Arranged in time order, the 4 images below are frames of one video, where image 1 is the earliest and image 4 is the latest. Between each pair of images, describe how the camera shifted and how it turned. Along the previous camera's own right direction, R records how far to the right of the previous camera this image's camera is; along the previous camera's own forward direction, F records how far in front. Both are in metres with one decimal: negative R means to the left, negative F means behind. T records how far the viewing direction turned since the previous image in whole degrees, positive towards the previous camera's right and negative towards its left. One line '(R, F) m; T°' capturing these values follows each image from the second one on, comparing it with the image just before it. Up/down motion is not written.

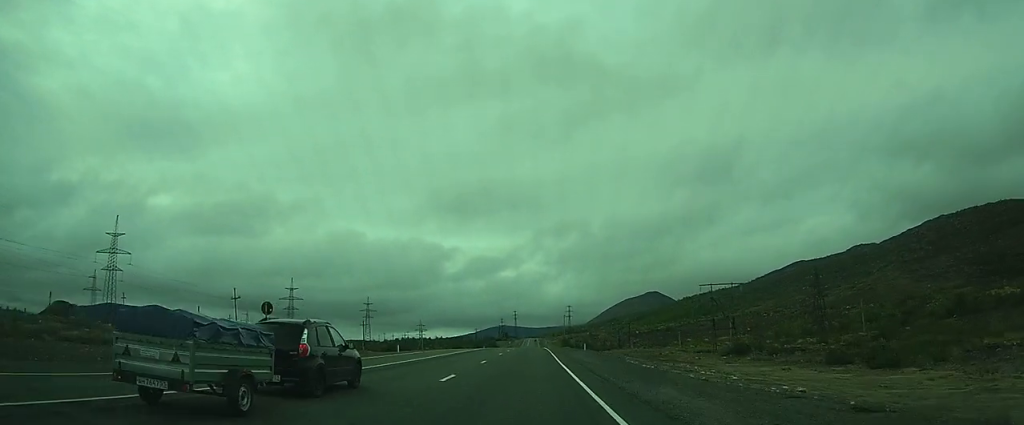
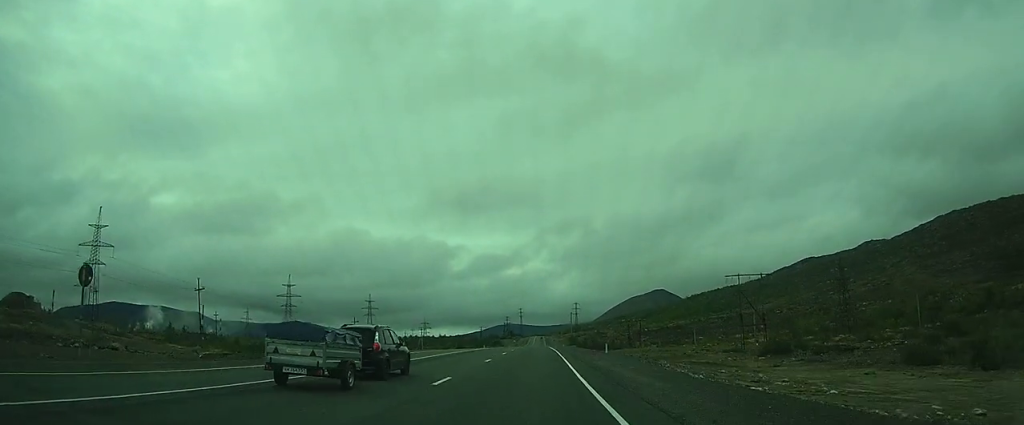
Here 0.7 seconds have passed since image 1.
(0.0, +14.4) m; 0°
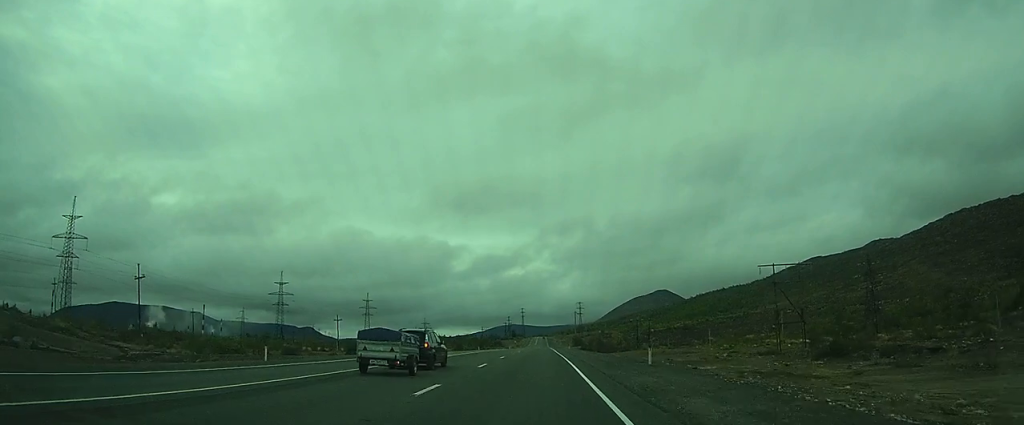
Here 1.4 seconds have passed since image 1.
(+0.1, +16.4) m; 0°
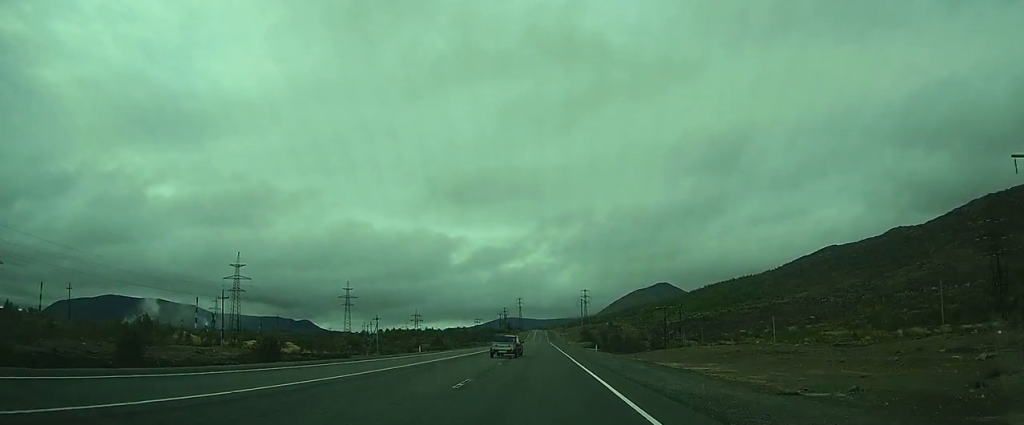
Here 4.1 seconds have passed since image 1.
(+0.4, +57.6) m; 0°
